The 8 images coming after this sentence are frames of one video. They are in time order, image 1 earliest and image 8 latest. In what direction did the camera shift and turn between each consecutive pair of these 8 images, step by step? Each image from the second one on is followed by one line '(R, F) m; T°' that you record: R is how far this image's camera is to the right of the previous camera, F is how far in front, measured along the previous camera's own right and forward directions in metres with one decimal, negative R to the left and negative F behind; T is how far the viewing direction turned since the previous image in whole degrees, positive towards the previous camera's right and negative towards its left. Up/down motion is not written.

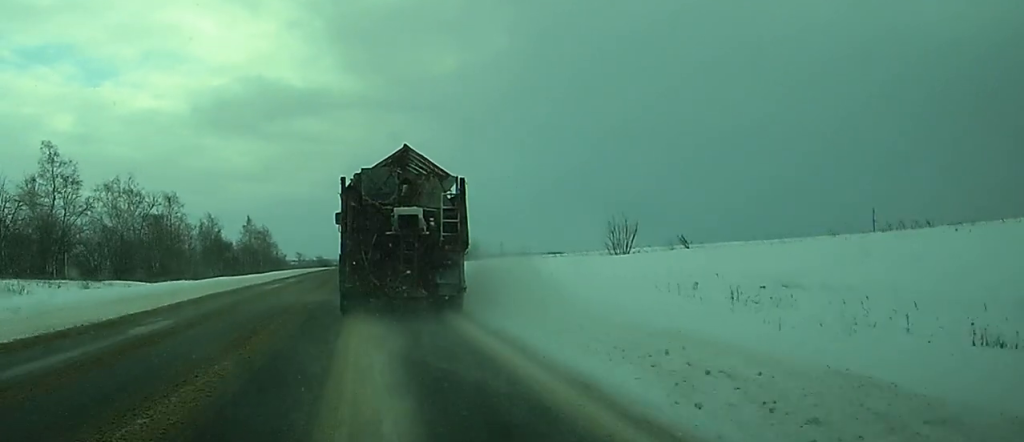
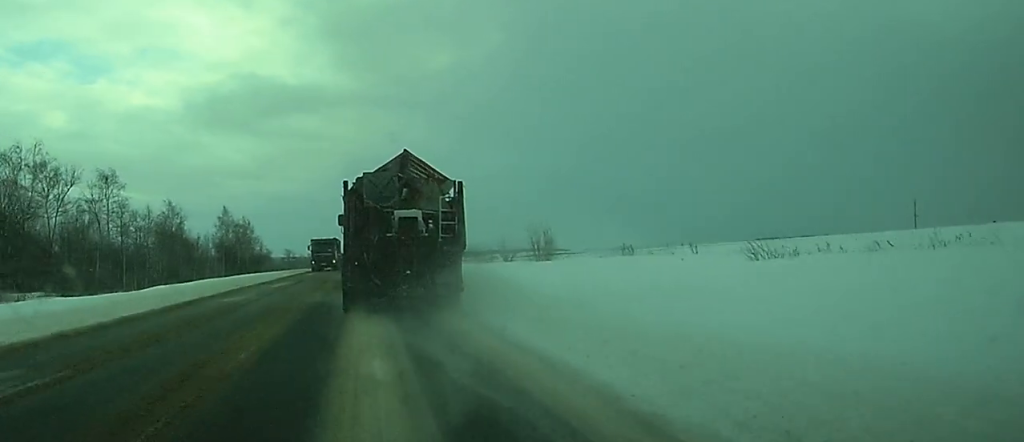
(-0.7, +42.7) m; -1°
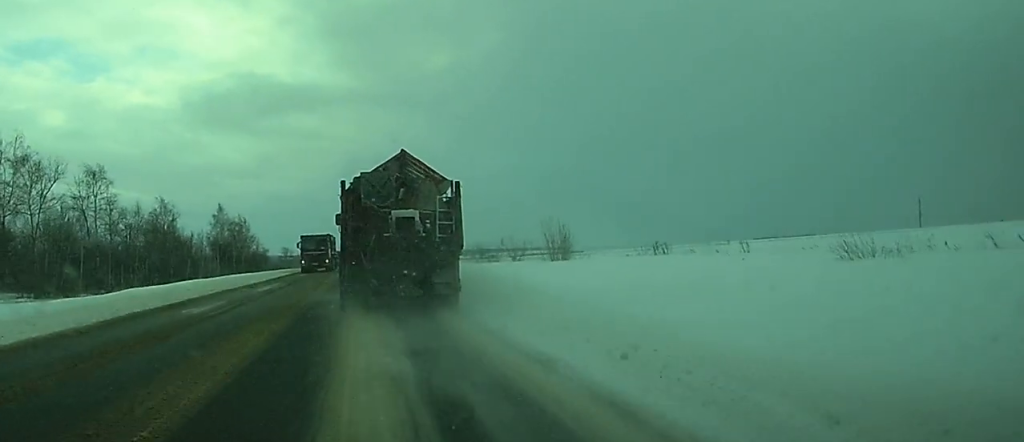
(0.0, +5.6) m; 0°
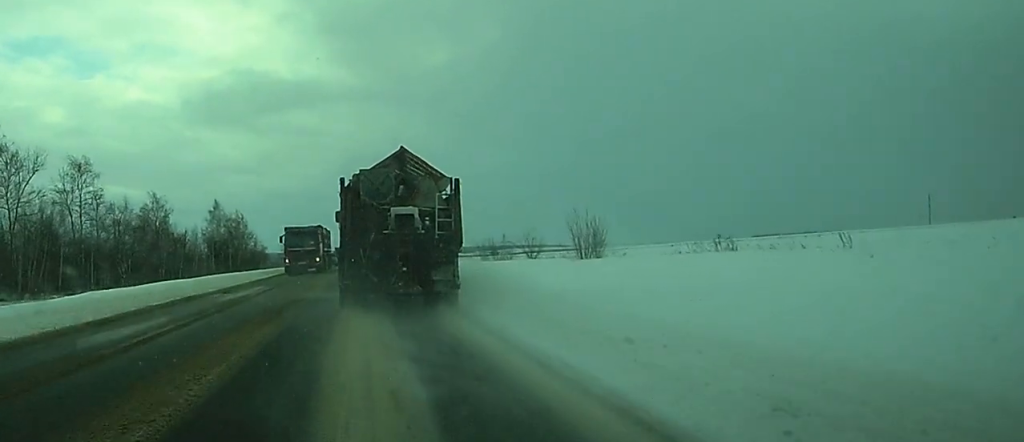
(0.0, +7.5) m; 0°
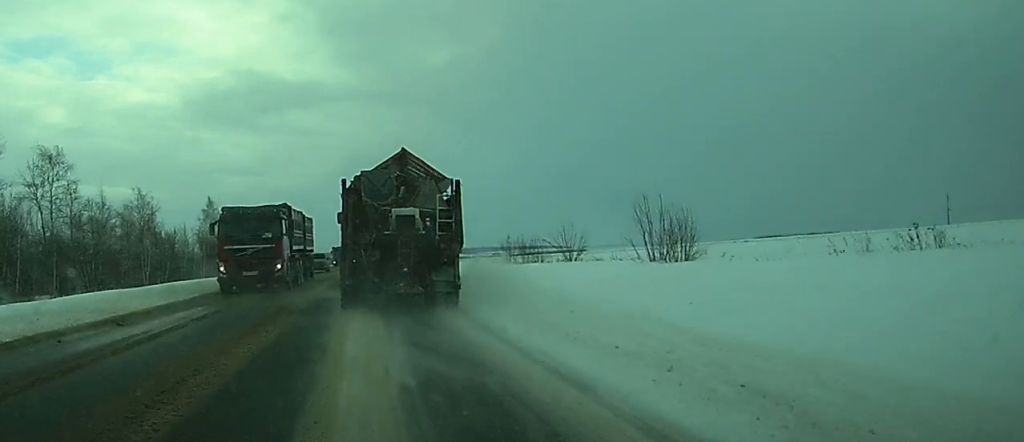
(0.0, +13.2) m; +1°
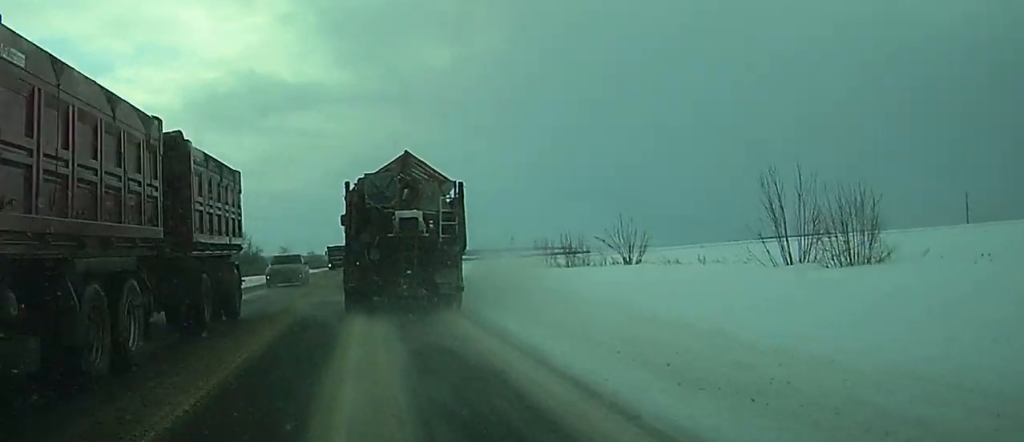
(+0.1, +13.4) m; +1°
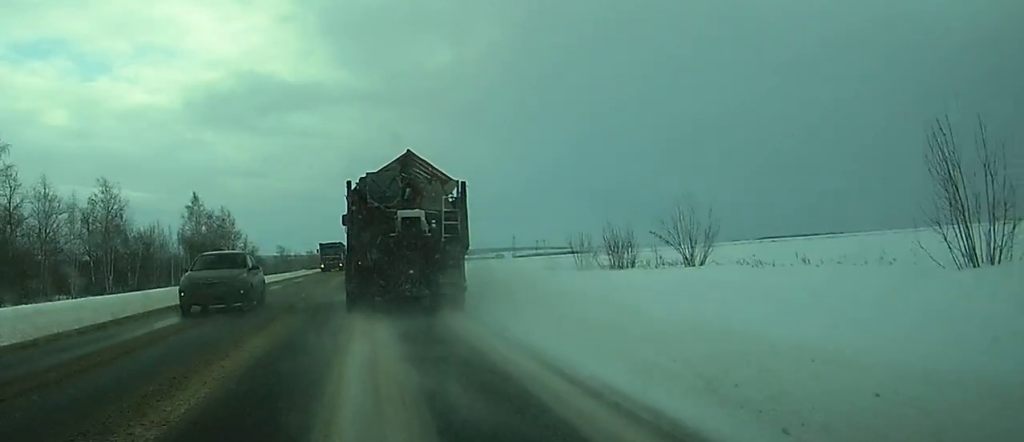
(0.0, +9.3) m; 0°
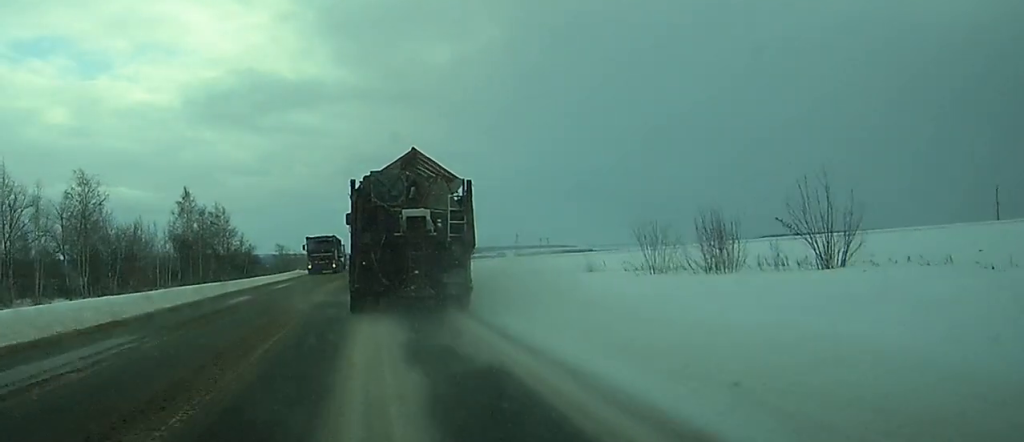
(-0.1, +11.9) m; -1°
